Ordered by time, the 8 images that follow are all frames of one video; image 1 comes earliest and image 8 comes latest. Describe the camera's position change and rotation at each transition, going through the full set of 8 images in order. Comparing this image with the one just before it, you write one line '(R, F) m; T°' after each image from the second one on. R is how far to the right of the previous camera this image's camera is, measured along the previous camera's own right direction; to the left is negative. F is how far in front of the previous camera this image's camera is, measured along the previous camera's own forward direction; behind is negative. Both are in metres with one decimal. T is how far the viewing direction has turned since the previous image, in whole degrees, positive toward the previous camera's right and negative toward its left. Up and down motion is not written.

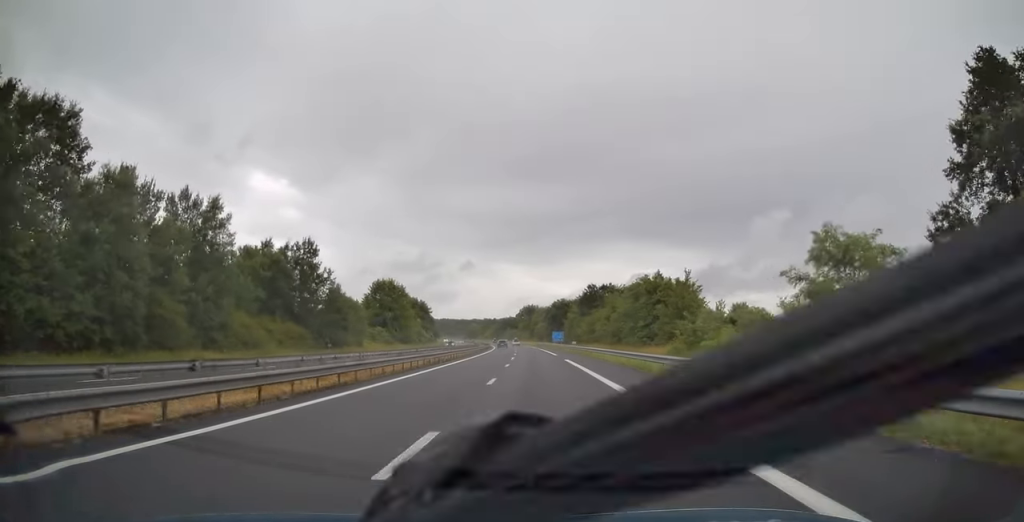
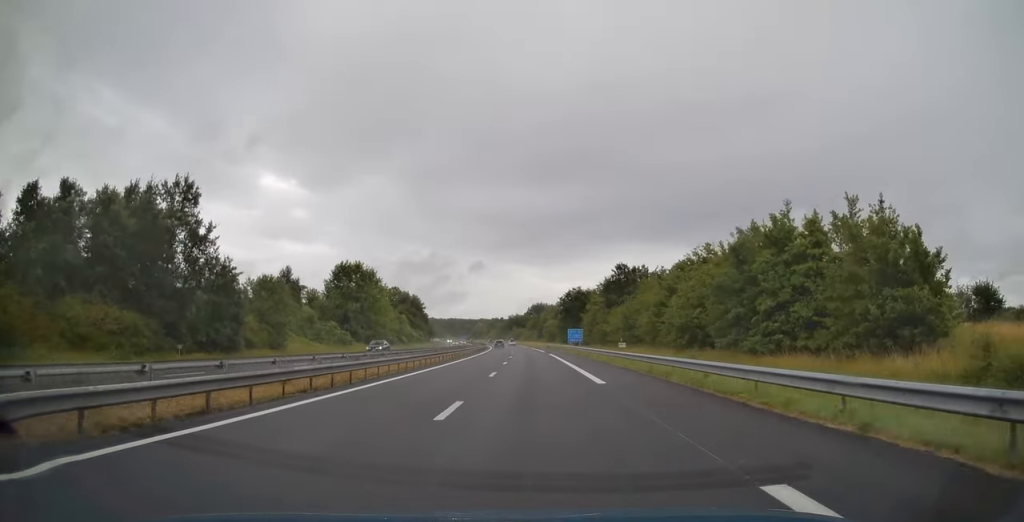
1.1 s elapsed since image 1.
(-0.3, +34.5) m; -1°
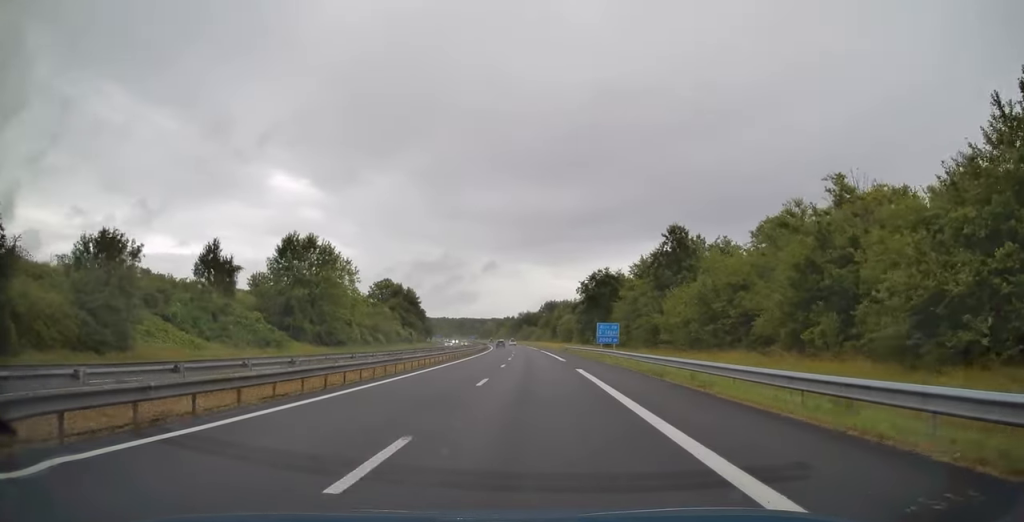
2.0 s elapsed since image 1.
(-0.2, +30.6) m; -1°
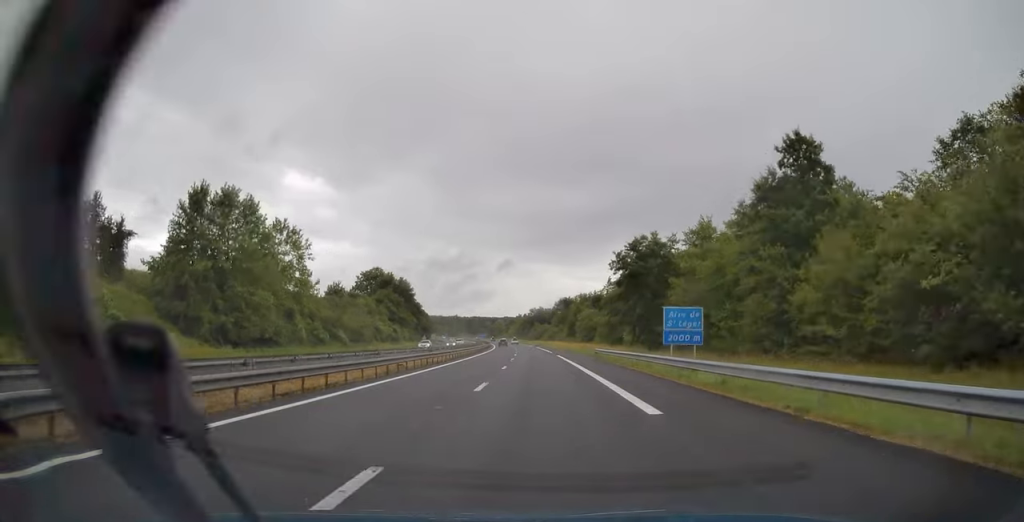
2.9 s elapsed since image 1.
(-0.3, +28.5) m; -1°
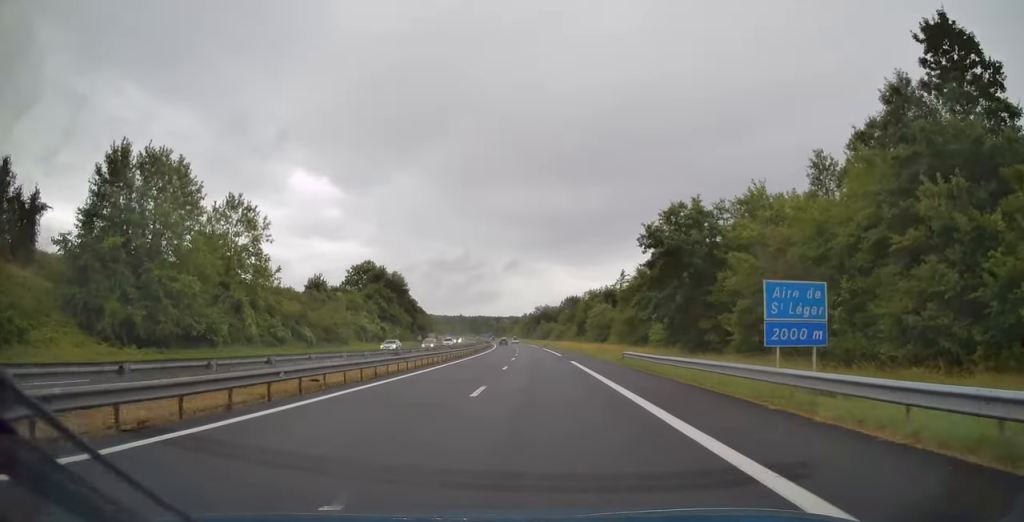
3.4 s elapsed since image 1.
(-0.1, +14.6) m; -1°
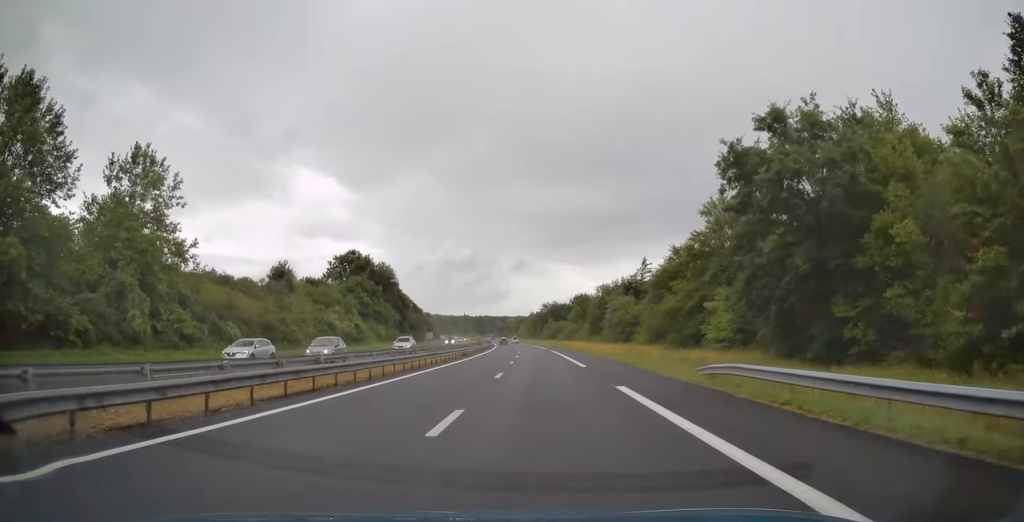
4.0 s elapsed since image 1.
(-0.1, +19.4) m; -1°
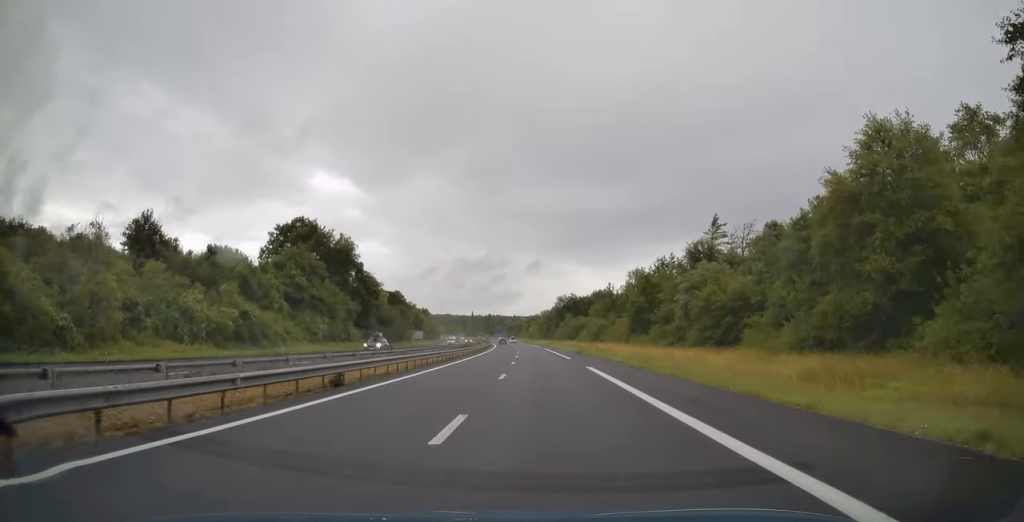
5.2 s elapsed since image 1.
(-0.5, +39.8) m; -1°
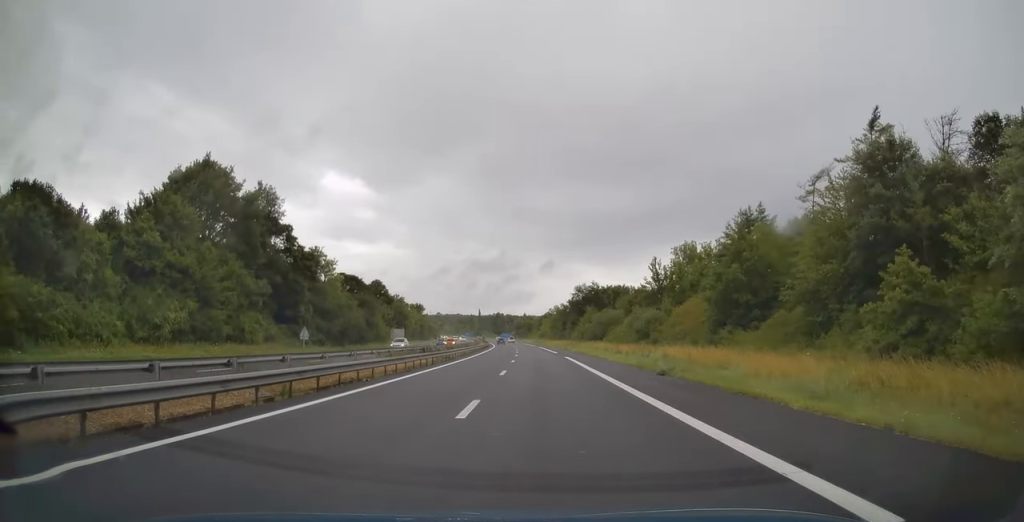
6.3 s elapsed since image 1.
(-0.3, +36.6) m; -1°
